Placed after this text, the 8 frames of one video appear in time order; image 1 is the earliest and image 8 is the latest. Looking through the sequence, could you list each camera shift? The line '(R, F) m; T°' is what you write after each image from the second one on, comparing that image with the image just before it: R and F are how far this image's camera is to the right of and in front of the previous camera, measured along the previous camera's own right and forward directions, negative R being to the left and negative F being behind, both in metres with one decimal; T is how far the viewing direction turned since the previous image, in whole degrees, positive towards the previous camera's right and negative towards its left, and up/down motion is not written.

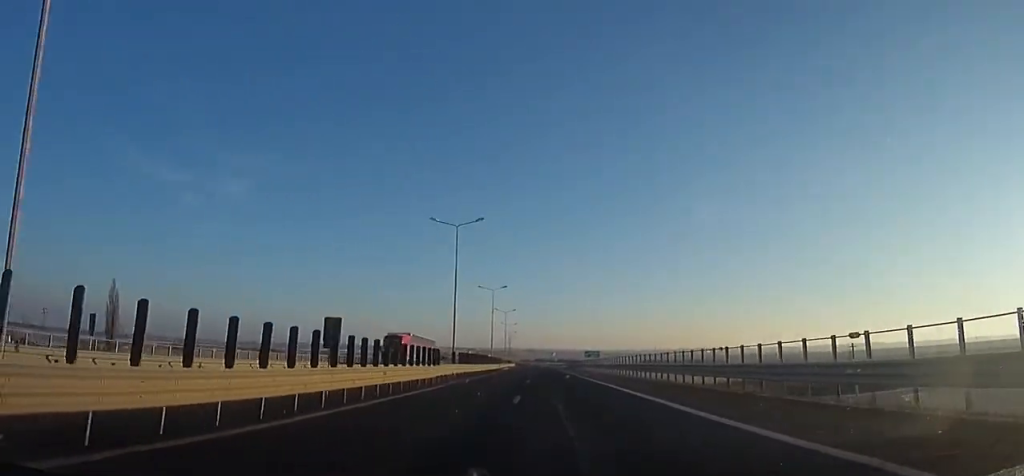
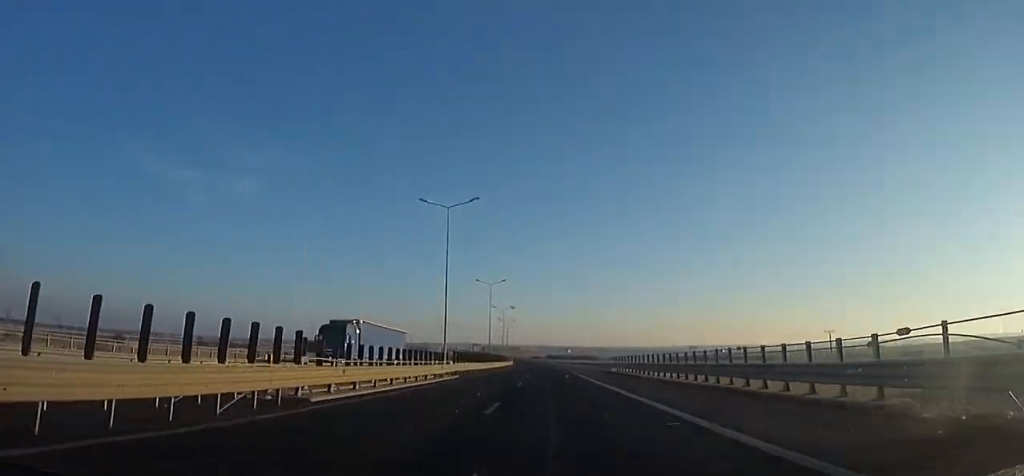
(-1.4, +73.8) m; -2°
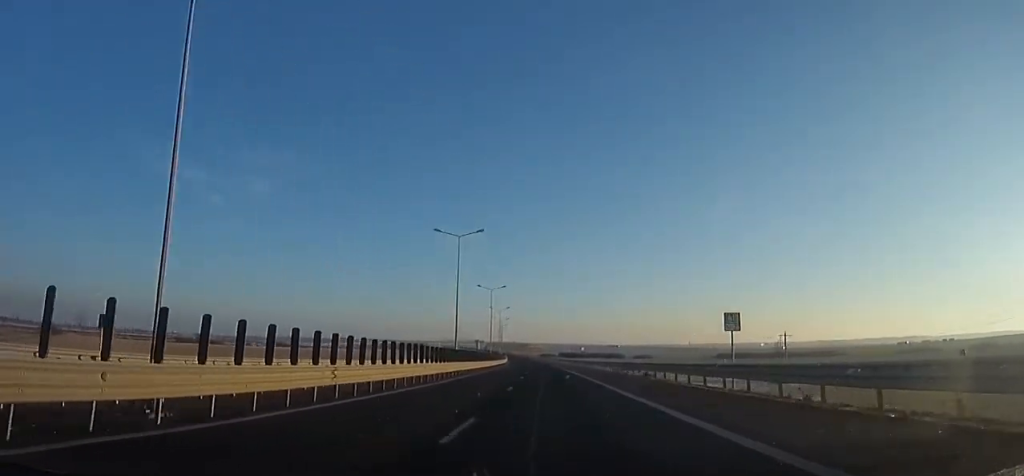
(-0.4, +62.5) m; -1°
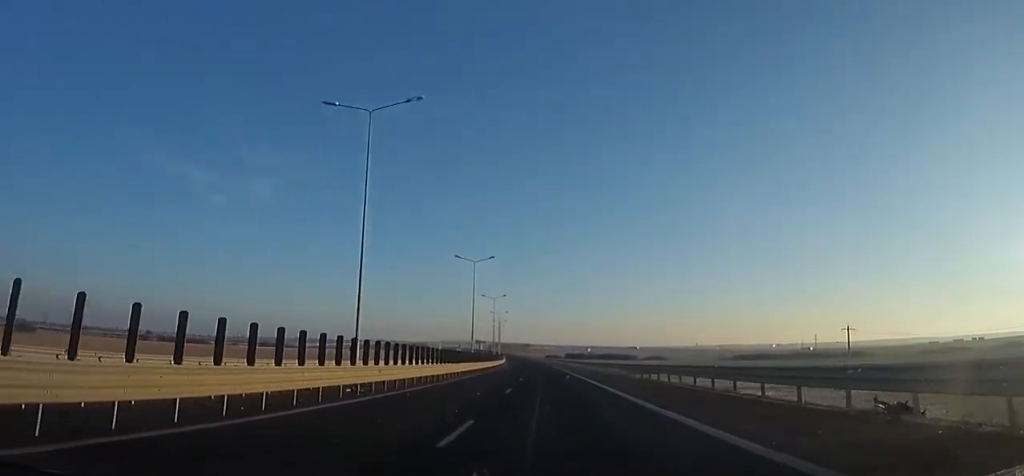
(+0.2, +23.6) m; -1°
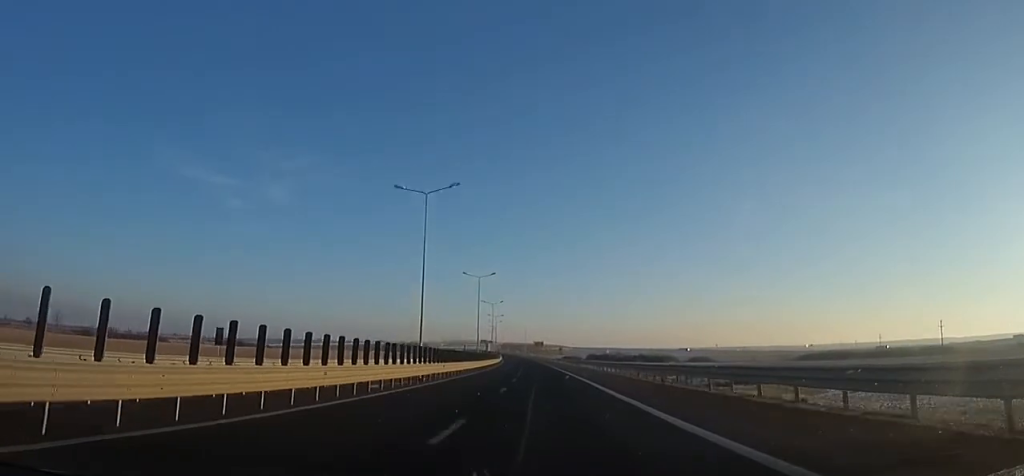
(-1.2, +58.4) m; -2°
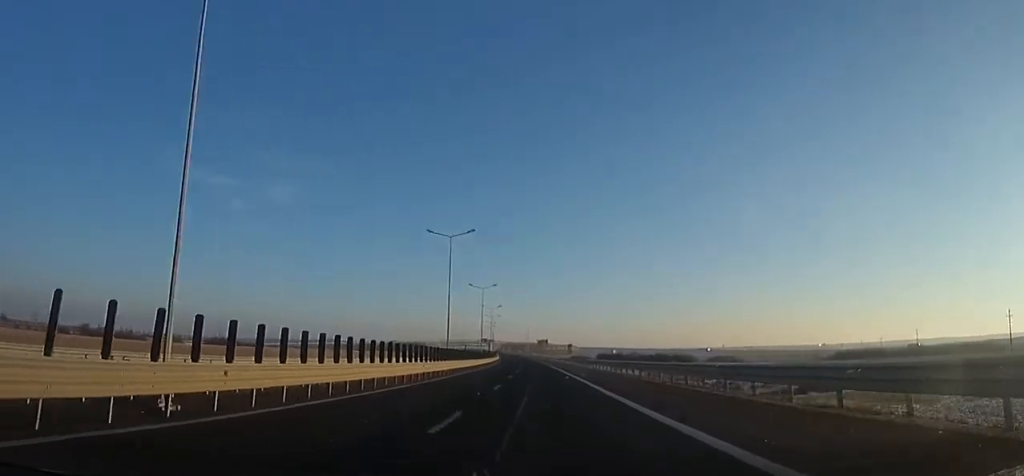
(-0.2, +22.6) m; -1°
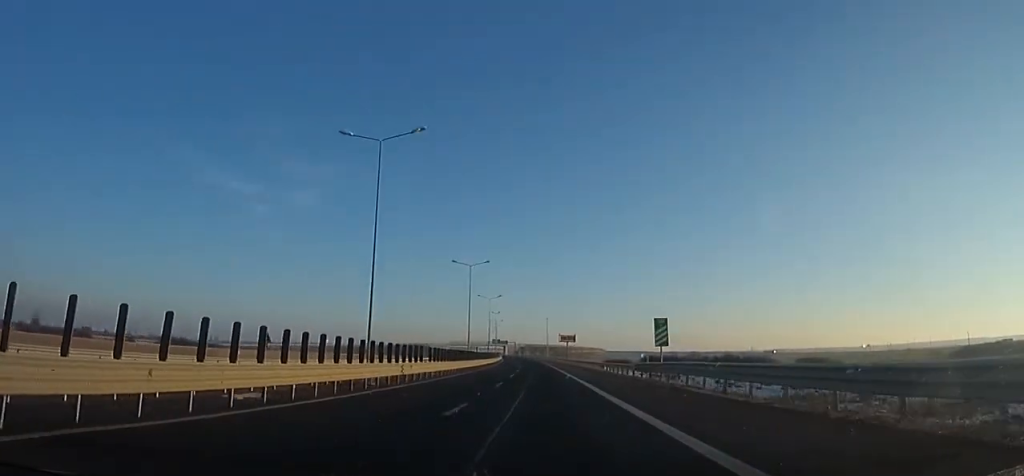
(-0.2, +56.3) m; -2°
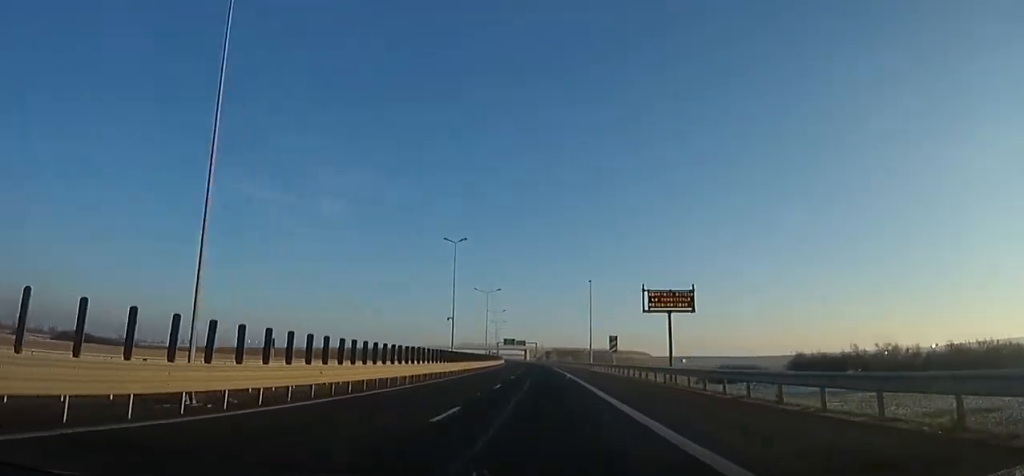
(-4.4, +83.2) m; -5°
